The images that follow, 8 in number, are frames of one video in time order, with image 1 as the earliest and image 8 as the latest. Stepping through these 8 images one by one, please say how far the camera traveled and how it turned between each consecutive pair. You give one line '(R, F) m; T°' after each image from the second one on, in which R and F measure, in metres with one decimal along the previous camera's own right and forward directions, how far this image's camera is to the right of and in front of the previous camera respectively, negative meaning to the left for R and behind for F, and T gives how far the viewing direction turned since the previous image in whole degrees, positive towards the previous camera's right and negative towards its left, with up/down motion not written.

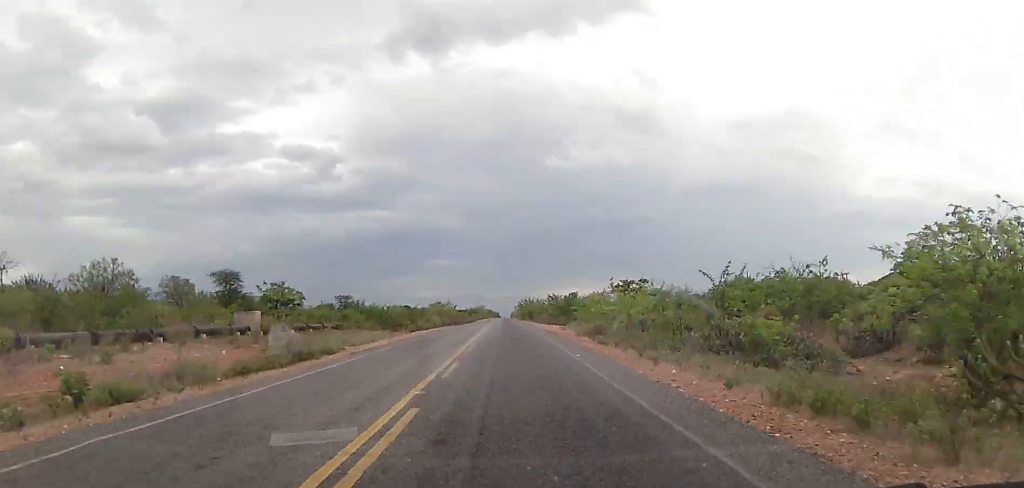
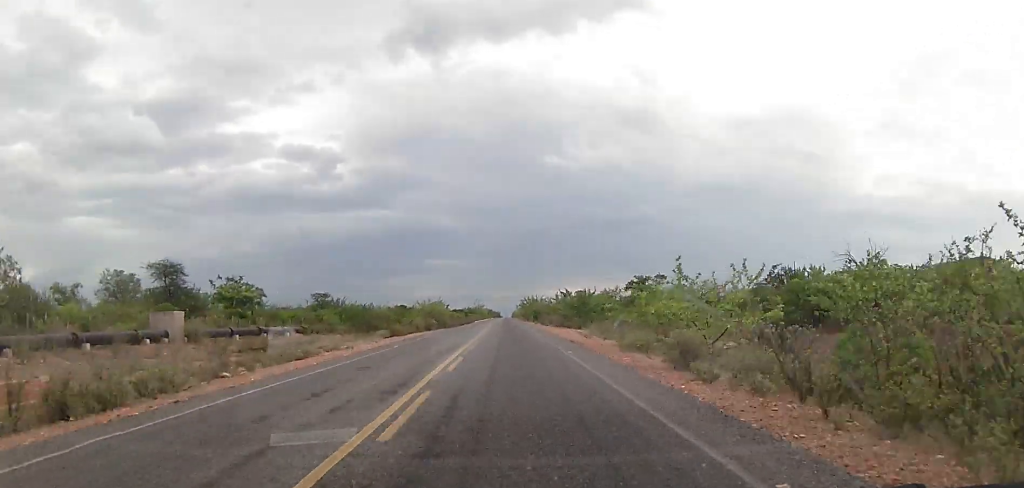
(0.0, +13.6) m; 0°
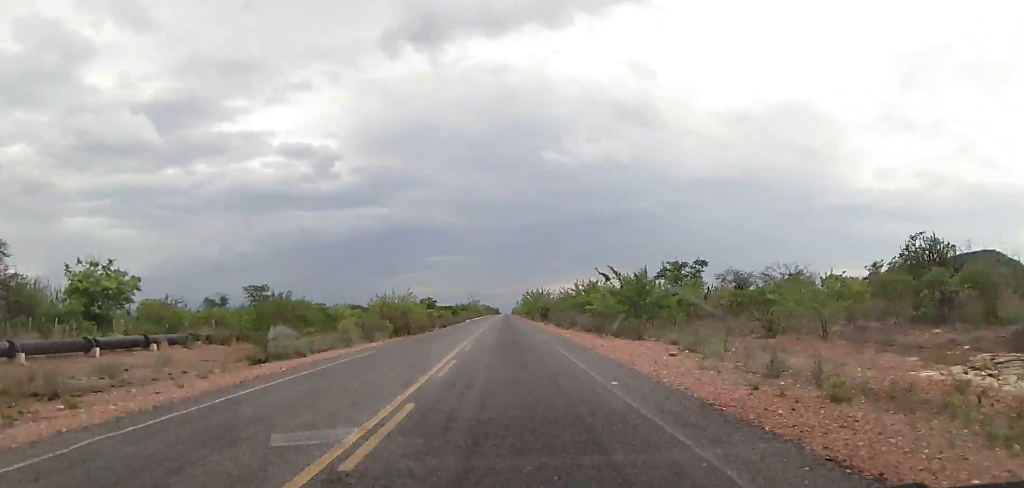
(+0.3, +24.4) m; +1°
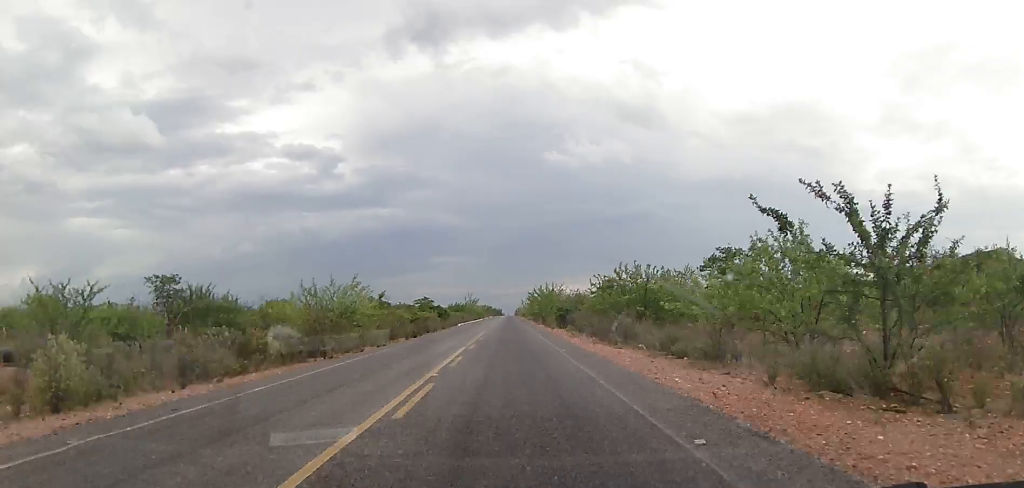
(+0.4, +20.5) m; 0°
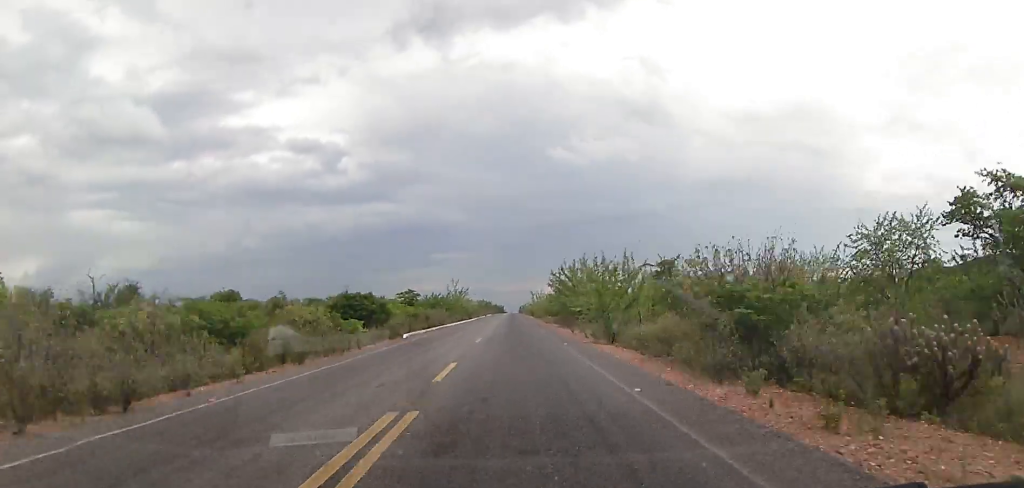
(-0.5, +42.1) m; -1°
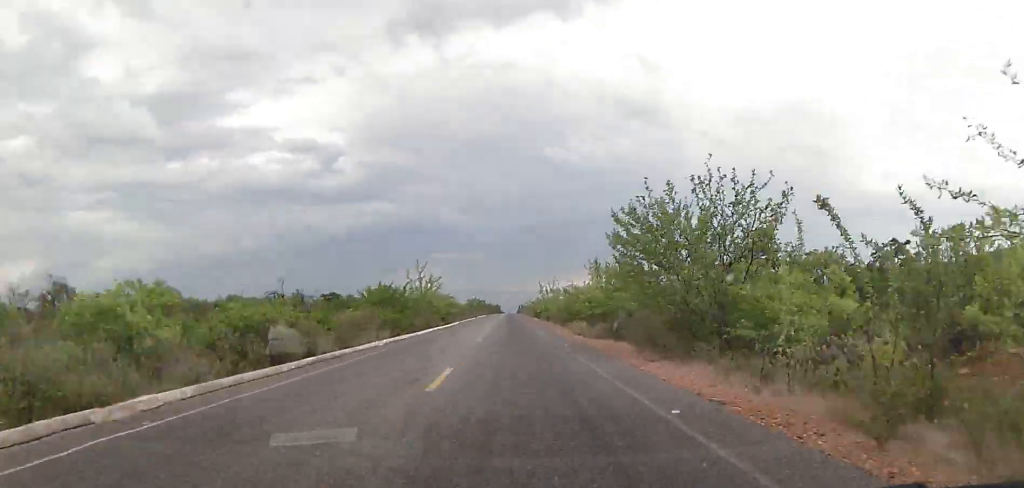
(0.0, +31.5) m; 0°
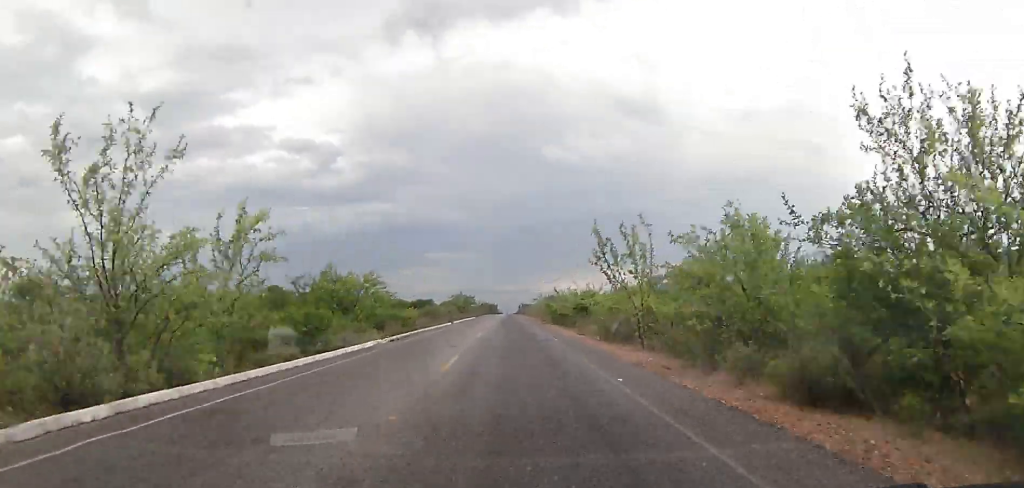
(0.0, +42.4) m; 0°
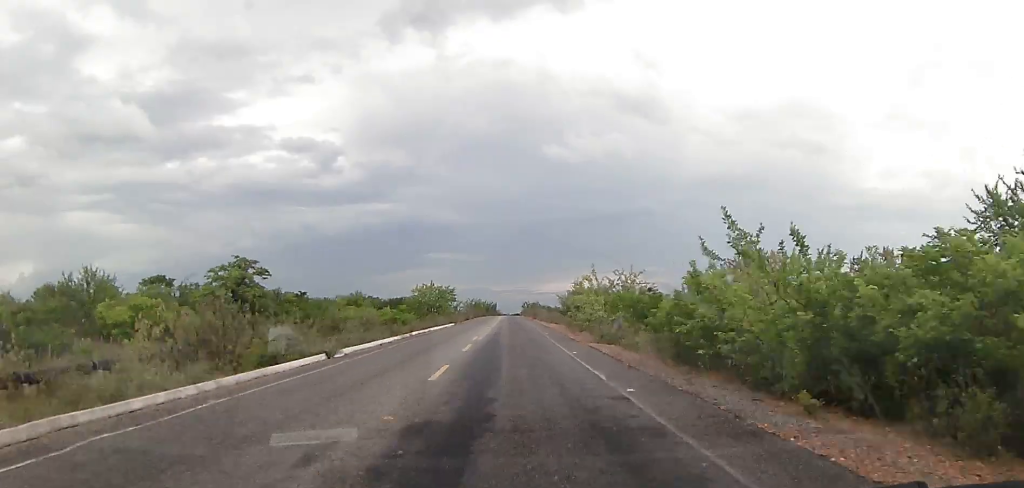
(-0.1, +44.5) m; 0°
